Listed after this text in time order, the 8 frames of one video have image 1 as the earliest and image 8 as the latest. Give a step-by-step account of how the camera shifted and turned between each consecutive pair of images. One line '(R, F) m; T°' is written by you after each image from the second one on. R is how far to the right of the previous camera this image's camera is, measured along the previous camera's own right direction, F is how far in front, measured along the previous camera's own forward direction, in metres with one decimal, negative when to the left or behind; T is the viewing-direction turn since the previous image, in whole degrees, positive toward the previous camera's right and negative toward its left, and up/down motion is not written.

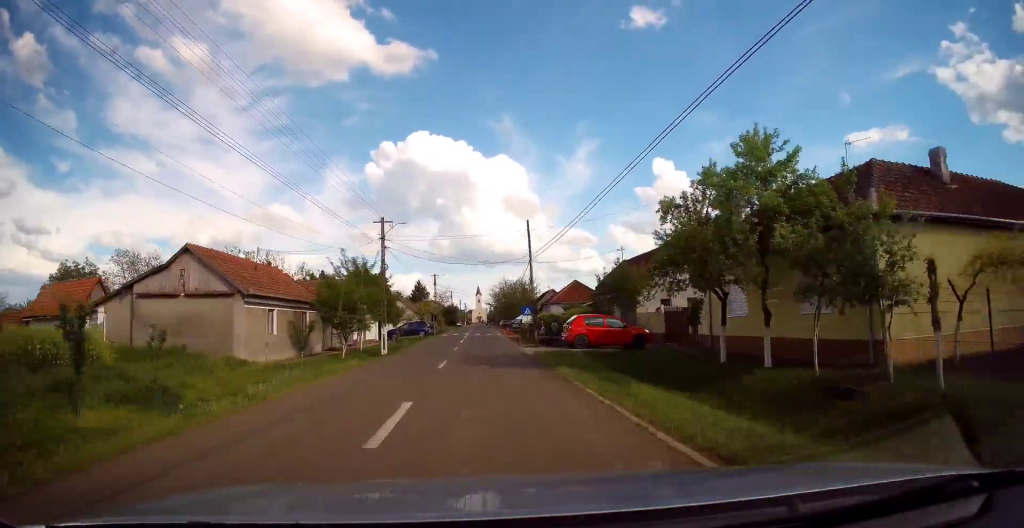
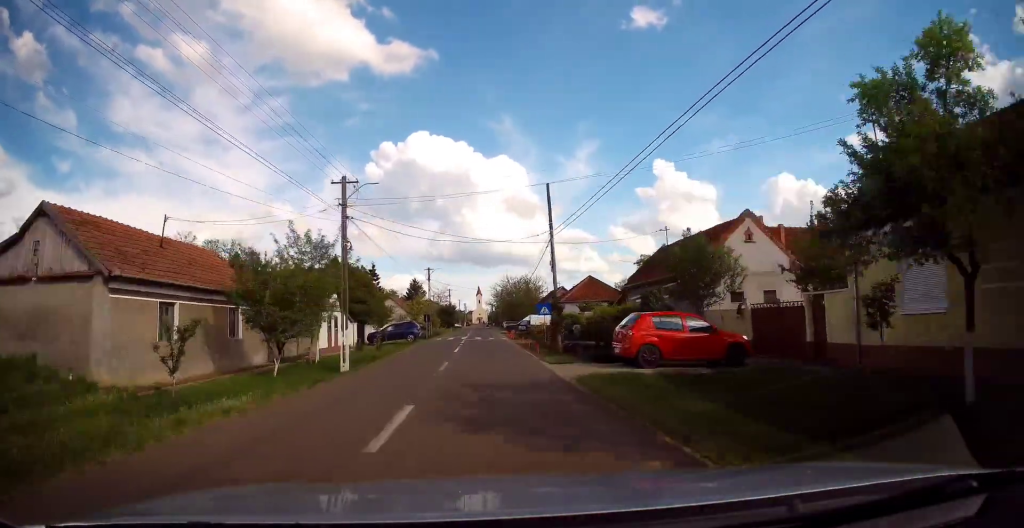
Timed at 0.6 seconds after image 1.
(+0.1, +9.2) m; 0°
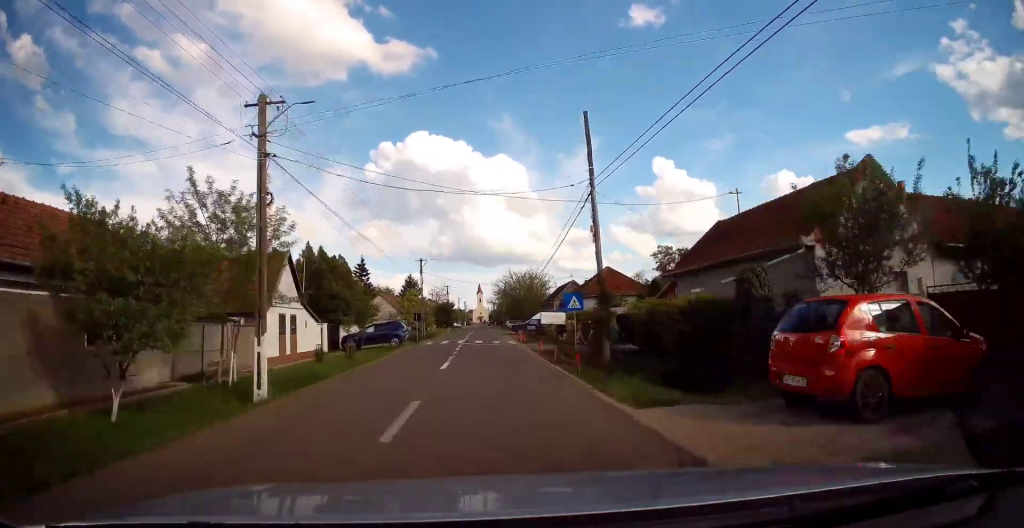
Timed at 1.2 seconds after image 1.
(+0.2, +8.7) m; 0°
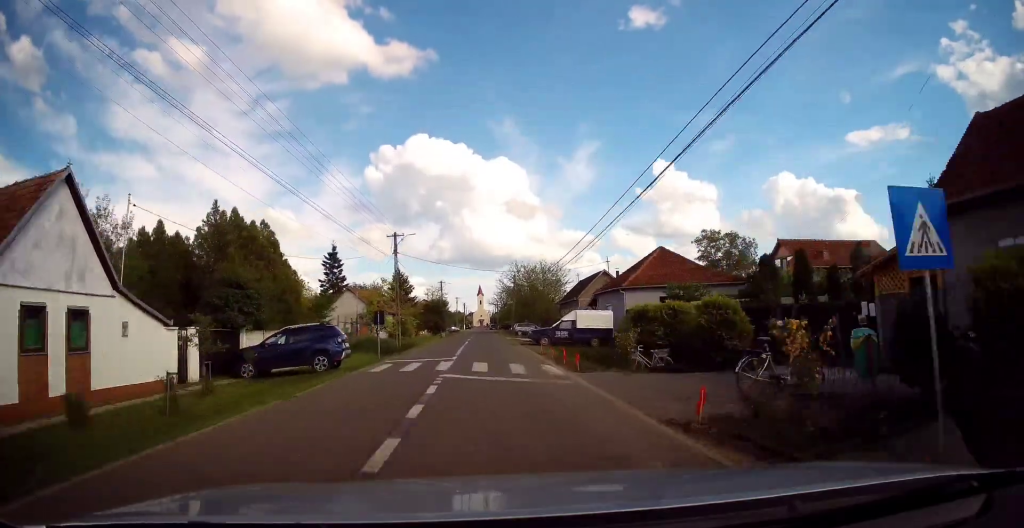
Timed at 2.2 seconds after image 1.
(-0.2, +16.4) m; -1°
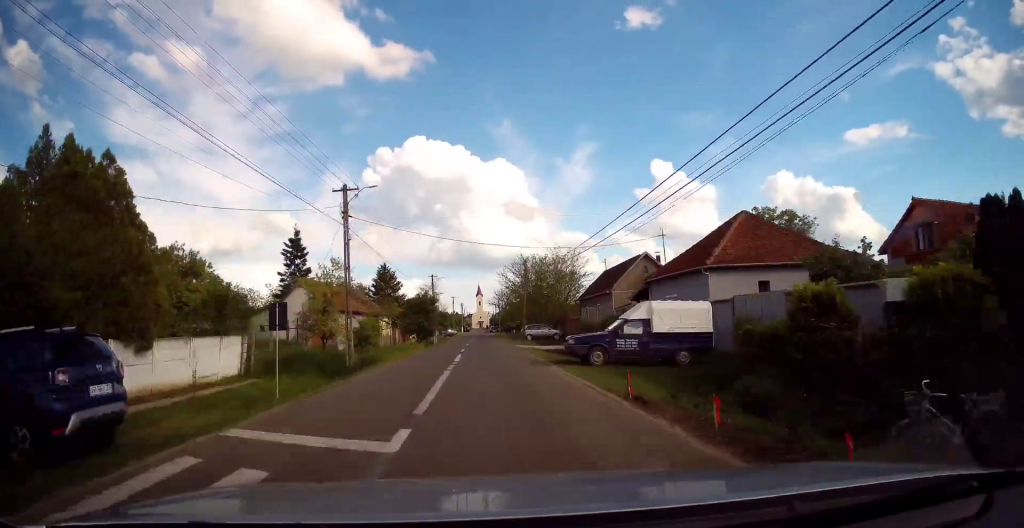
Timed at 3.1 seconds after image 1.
(0.0, +13.0) m; -1°
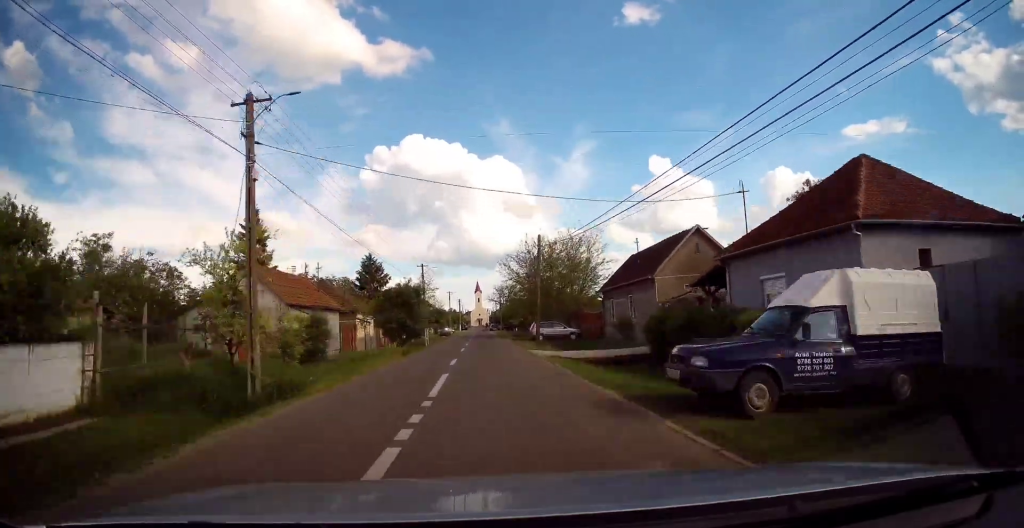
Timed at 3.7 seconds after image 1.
(-0.1, +9.5) m; 0°
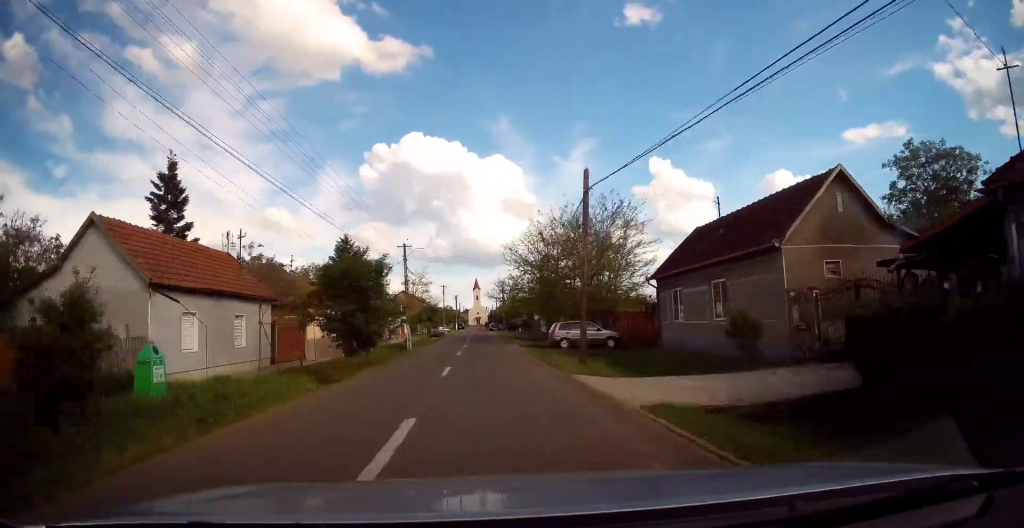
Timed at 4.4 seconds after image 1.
(-0.1, +12.1) m; +1°
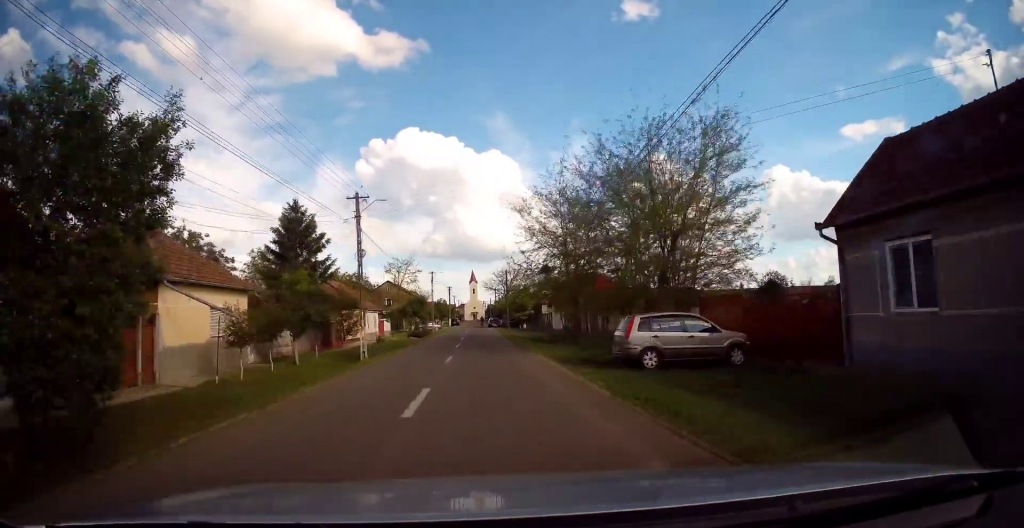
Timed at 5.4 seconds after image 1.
(+0.5, +14.7) m; +1°
